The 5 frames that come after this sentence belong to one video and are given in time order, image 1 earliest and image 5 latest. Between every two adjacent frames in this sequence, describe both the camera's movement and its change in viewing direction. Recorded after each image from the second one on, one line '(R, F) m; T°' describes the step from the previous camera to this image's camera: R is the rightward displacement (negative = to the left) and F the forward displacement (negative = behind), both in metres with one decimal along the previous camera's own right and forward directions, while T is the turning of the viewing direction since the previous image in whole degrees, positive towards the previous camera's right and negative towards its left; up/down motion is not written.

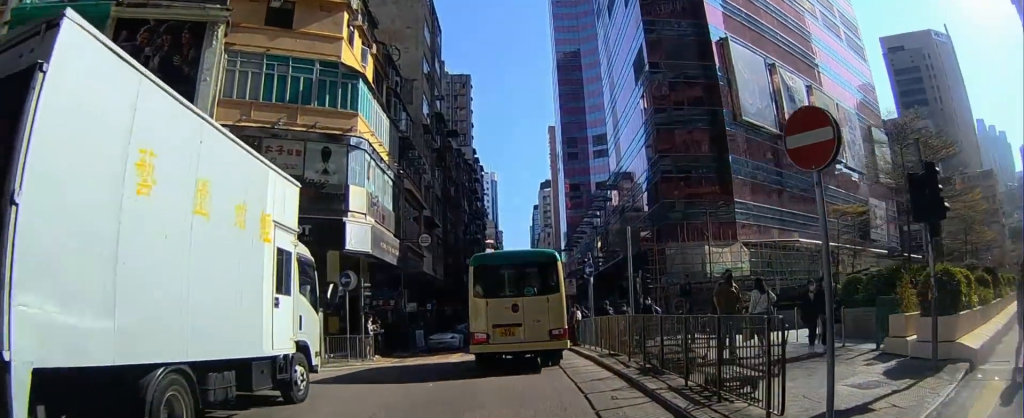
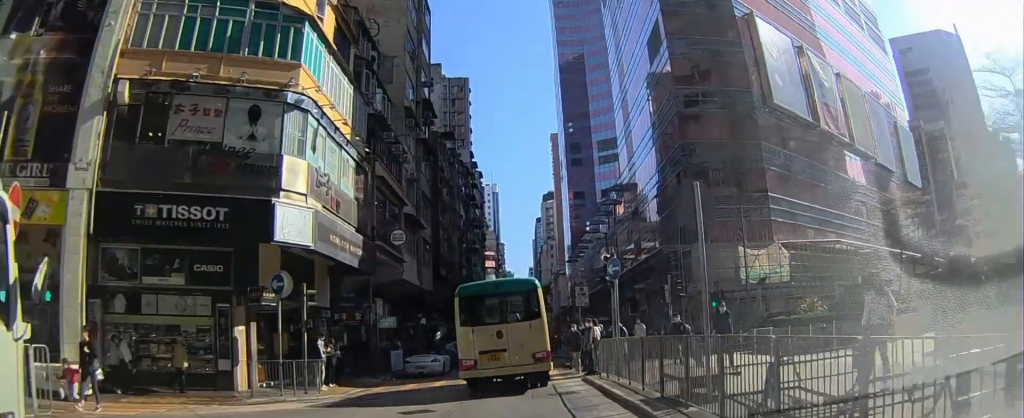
(0.0, +6.2) m; 0°
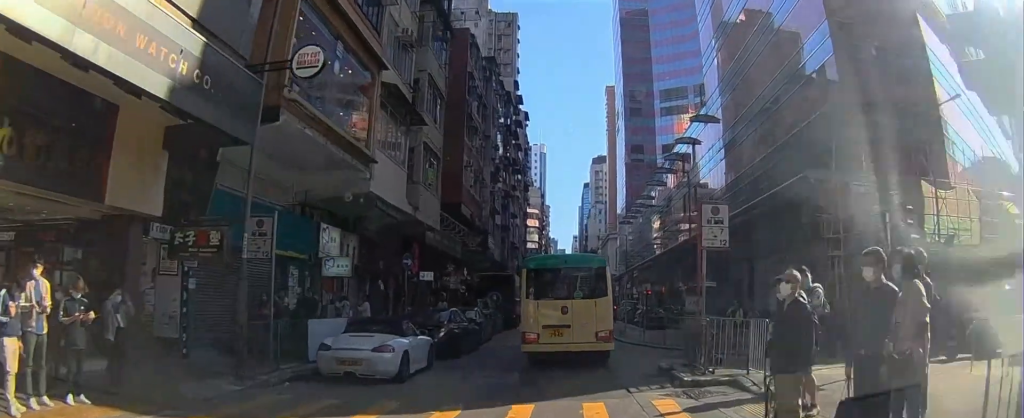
(0.0, +12.9) m; 0°
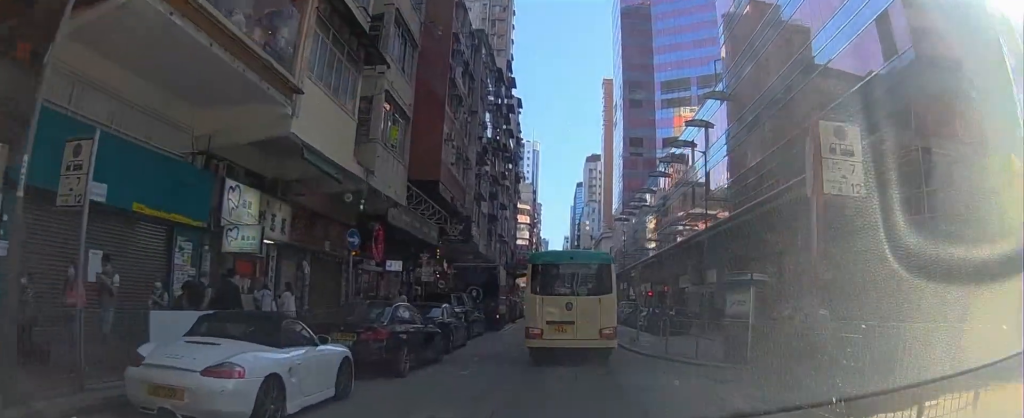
(0.0, +5.3) m; 0°
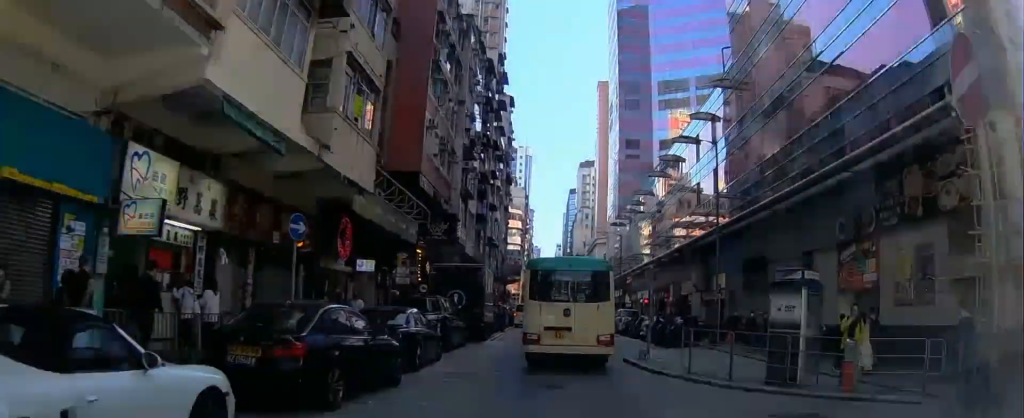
(0.0, +3.3) m; 0°
